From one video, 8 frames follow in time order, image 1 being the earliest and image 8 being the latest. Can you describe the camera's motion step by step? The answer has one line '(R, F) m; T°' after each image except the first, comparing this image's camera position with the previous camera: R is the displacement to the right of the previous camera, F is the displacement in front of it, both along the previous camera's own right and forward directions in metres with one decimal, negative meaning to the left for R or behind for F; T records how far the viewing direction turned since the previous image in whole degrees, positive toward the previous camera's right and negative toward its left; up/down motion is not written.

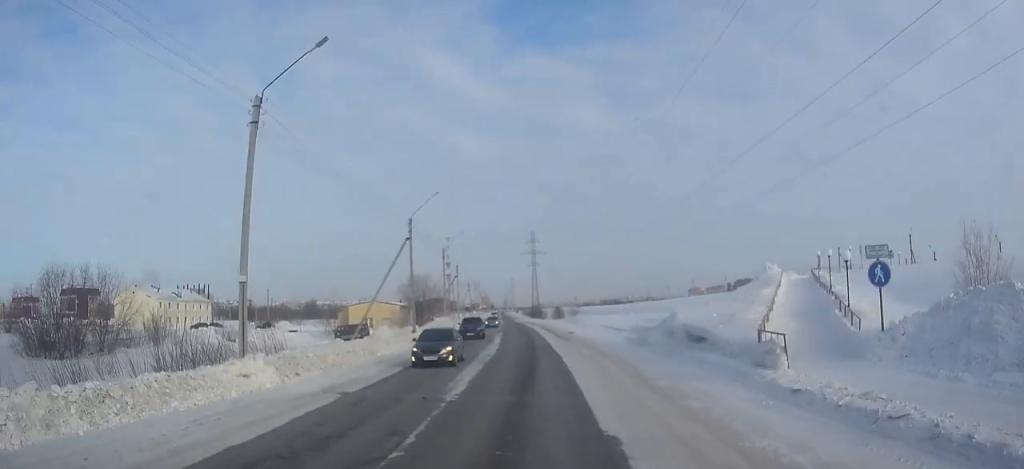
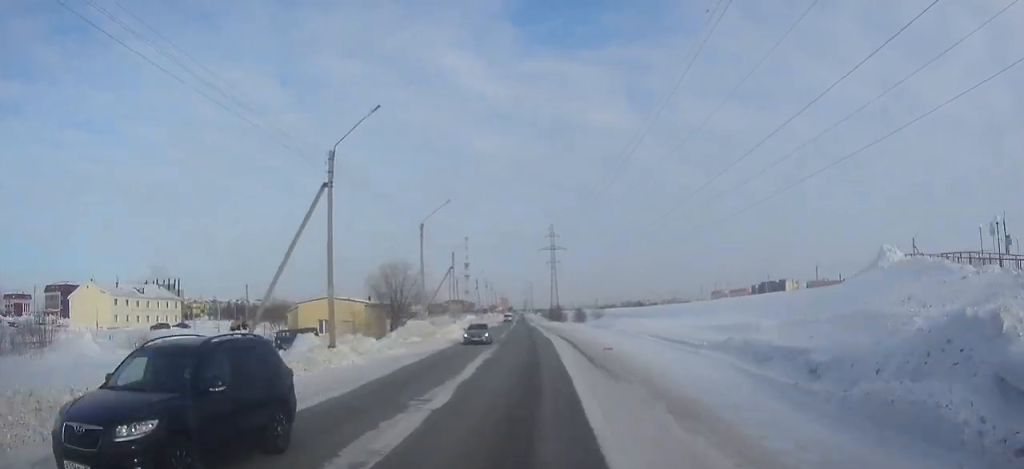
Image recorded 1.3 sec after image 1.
(-0.3, +20.7) m; -2°
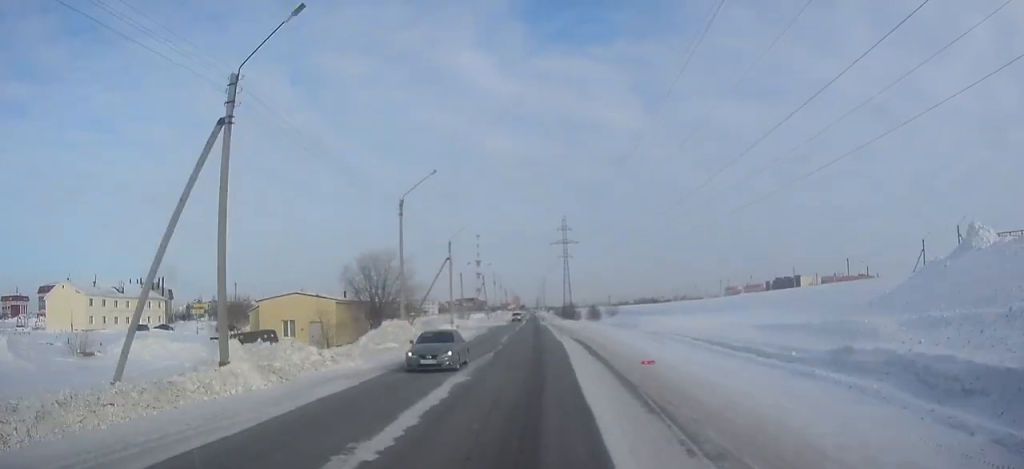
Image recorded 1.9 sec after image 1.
(-0.1, +10.1) m; -1°
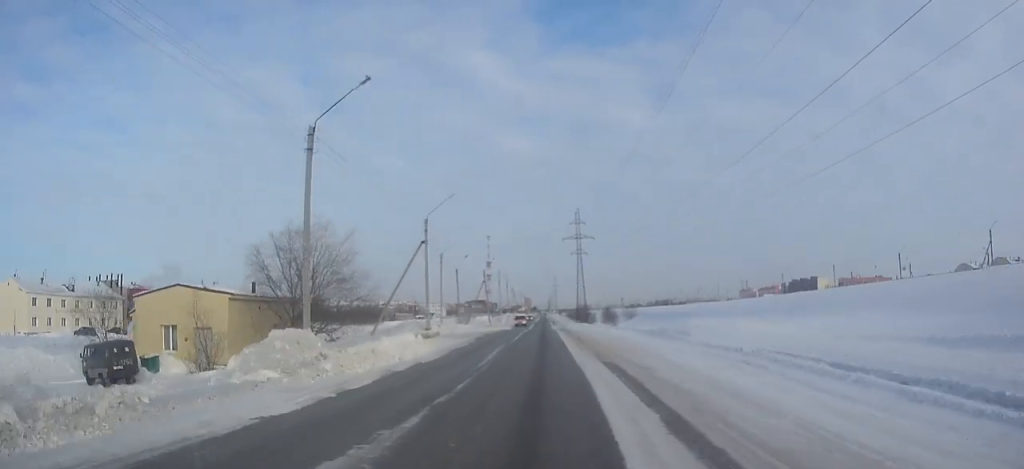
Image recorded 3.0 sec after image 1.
(-0.3, +17.1) m; -1°
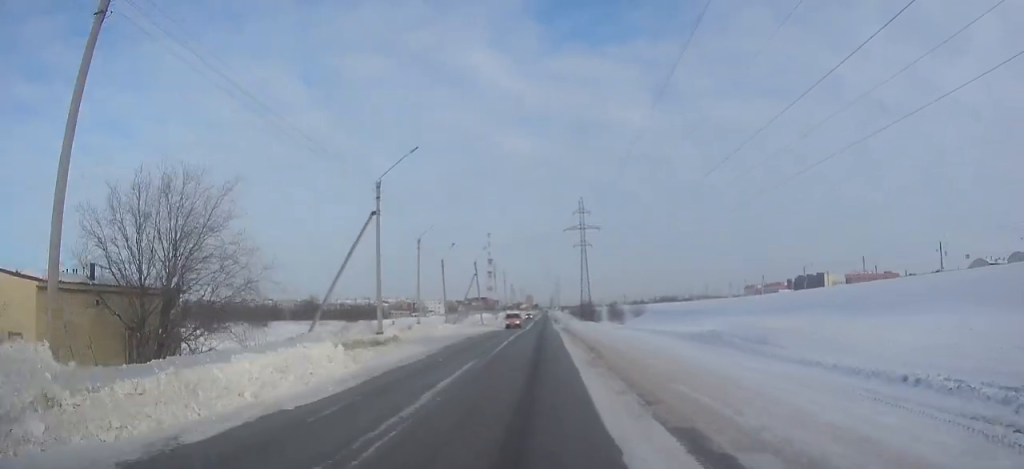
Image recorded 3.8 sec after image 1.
(-0.1, +13.4) m; -1°
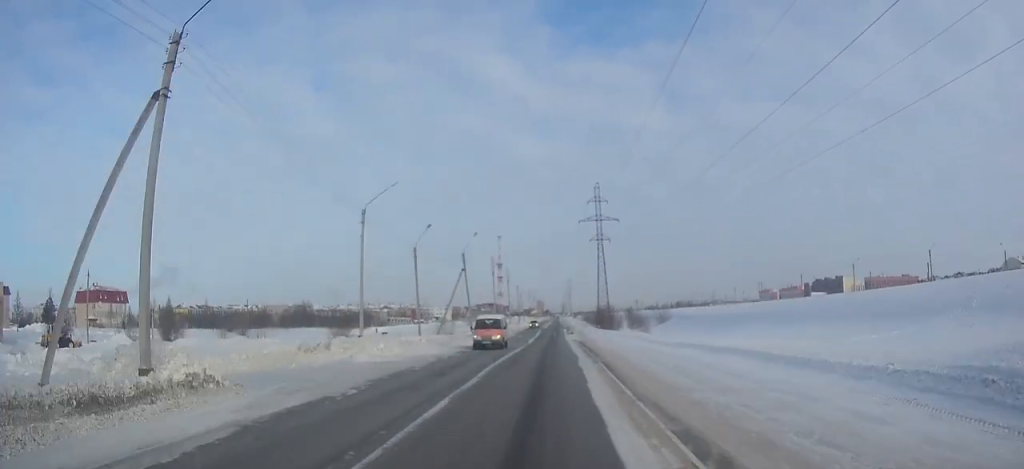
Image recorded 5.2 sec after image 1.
(-0.1, +21.5) m; -1°
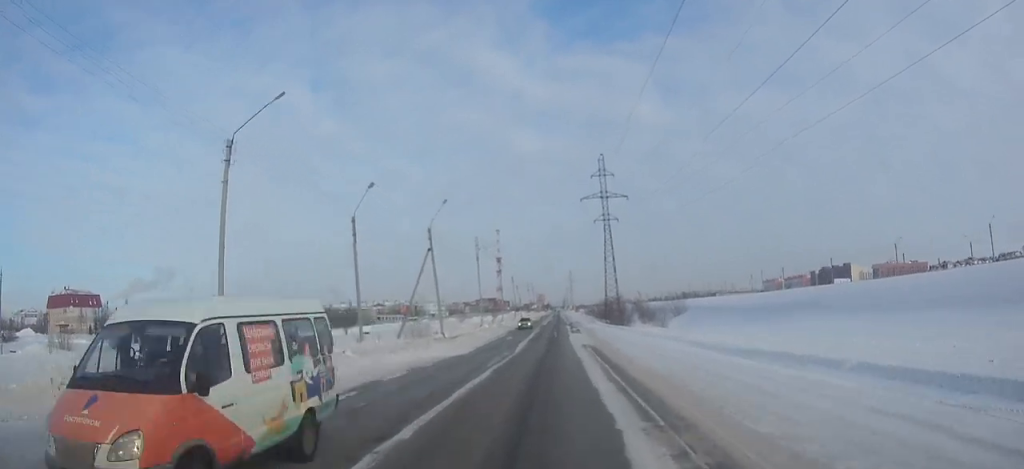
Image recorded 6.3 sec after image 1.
(-0.1, +18.3) m; 0°
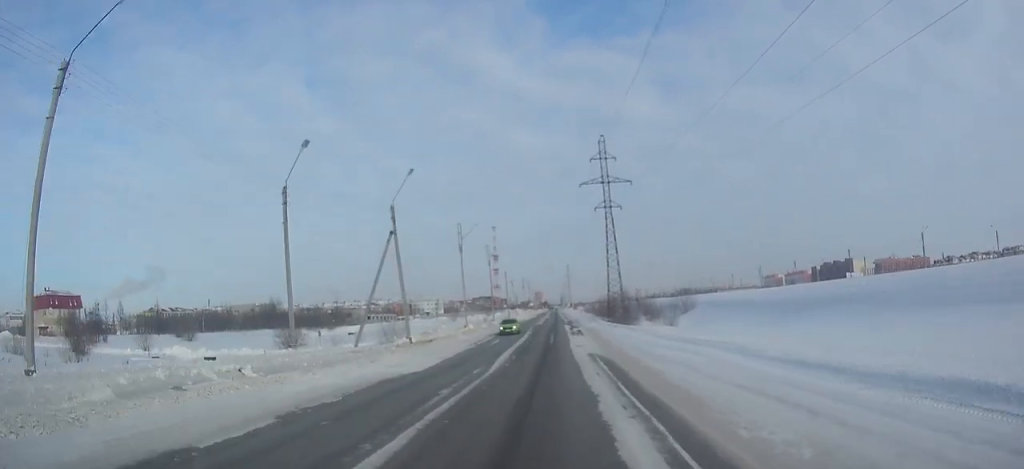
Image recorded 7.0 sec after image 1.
(0.0, +10.8) m; 0°
